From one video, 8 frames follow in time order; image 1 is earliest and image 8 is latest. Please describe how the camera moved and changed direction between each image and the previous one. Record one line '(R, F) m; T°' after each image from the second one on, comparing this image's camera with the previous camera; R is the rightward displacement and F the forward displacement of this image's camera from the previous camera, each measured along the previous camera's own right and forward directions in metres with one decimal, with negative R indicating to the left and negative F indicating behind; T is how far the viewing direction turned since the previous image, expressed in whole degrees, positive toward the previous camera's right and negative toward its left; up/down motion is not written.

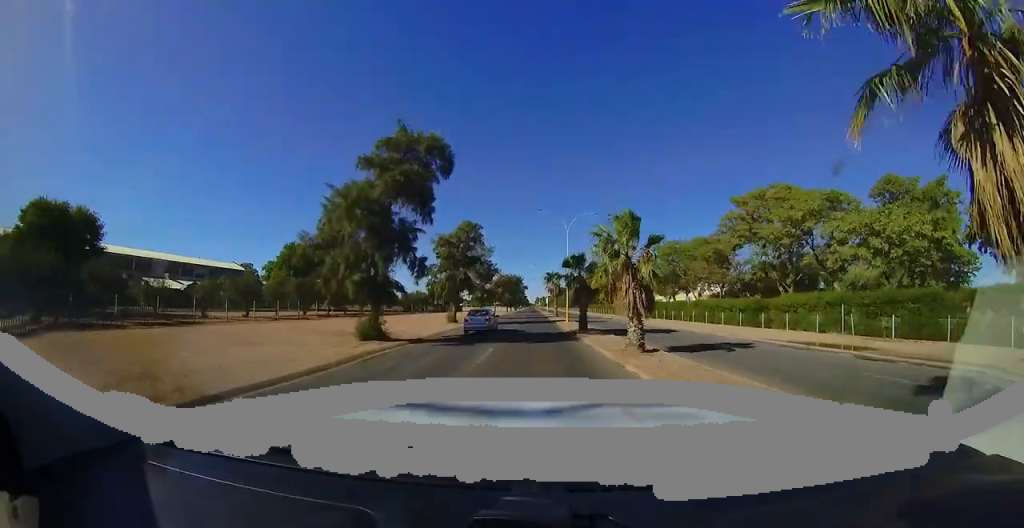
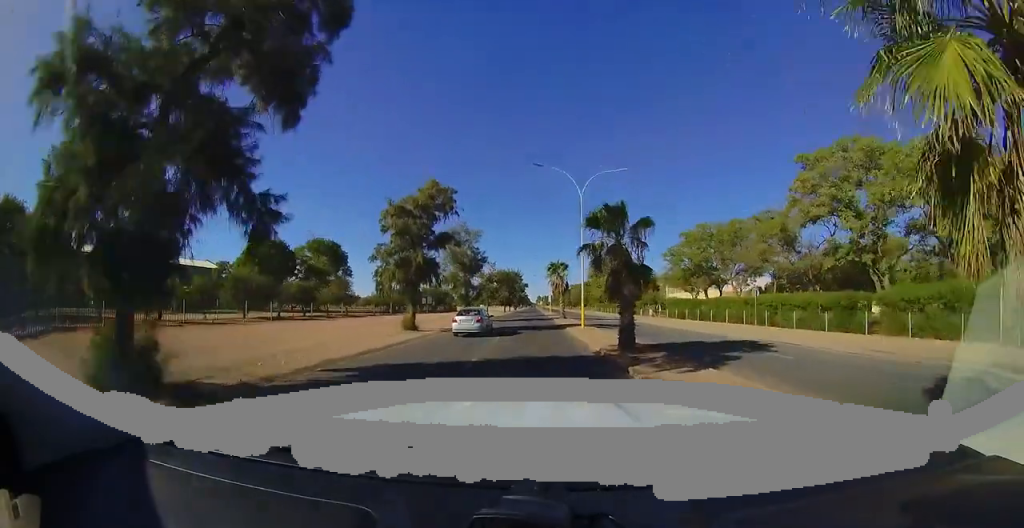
(-0.1, +9.7) m; 0°
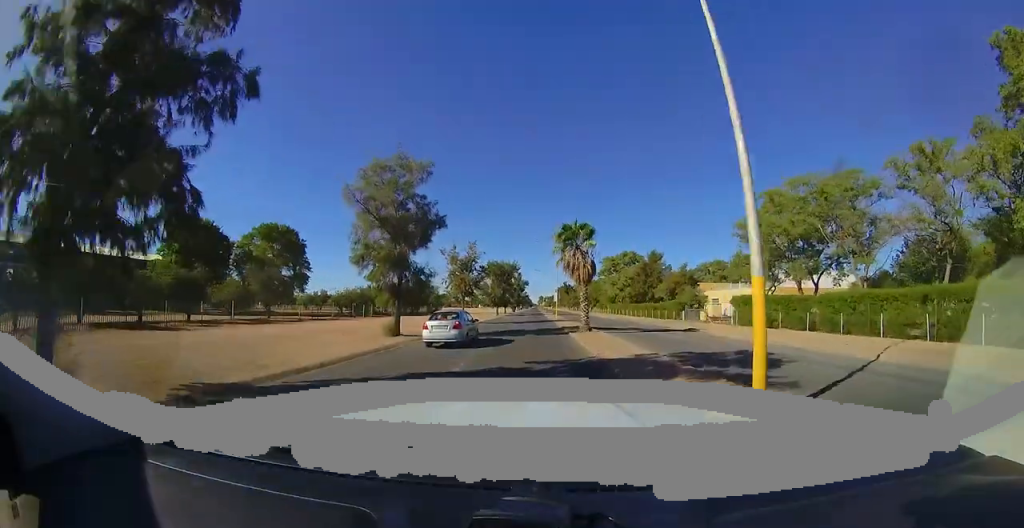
(0.0, +16.2) m; 0°
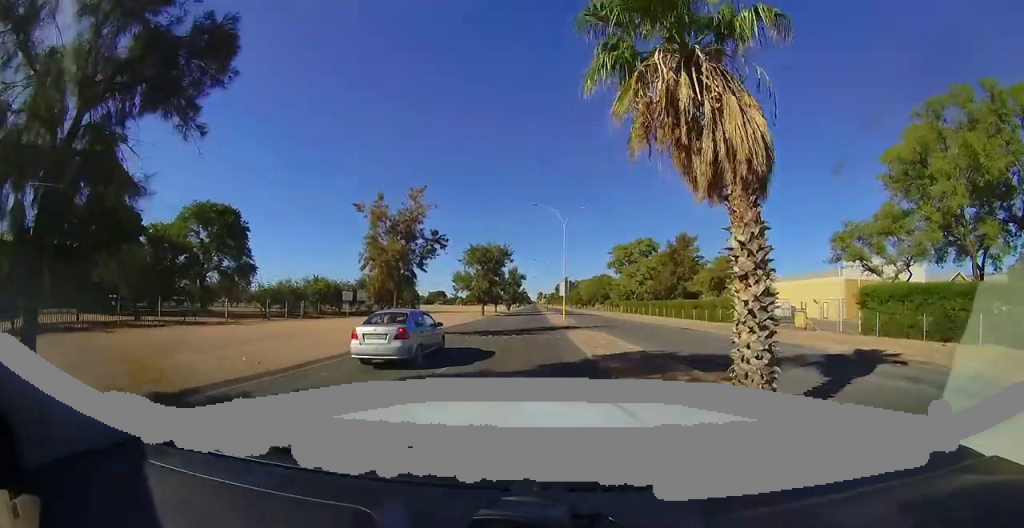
(+0.1, +13.5) m; 0°
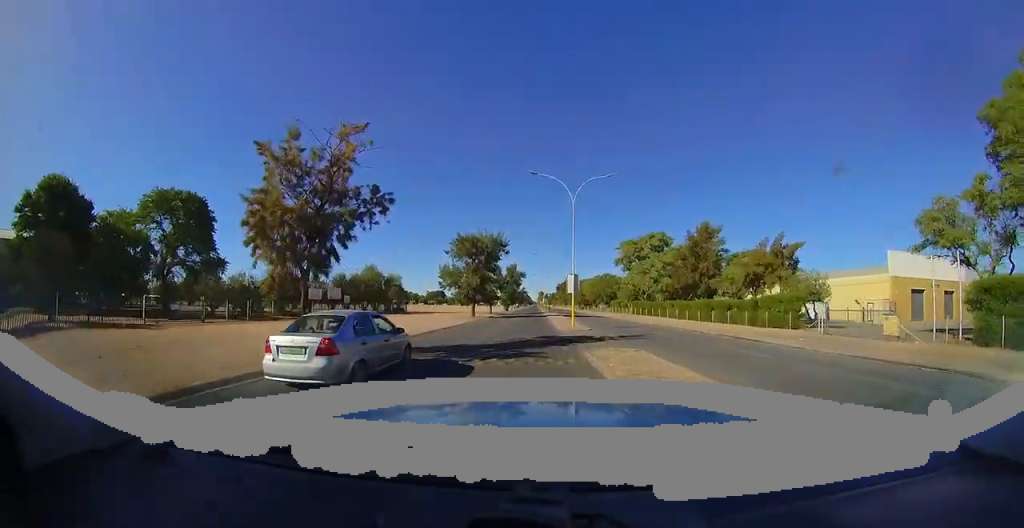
(-0.1, +6.6) m; -1°
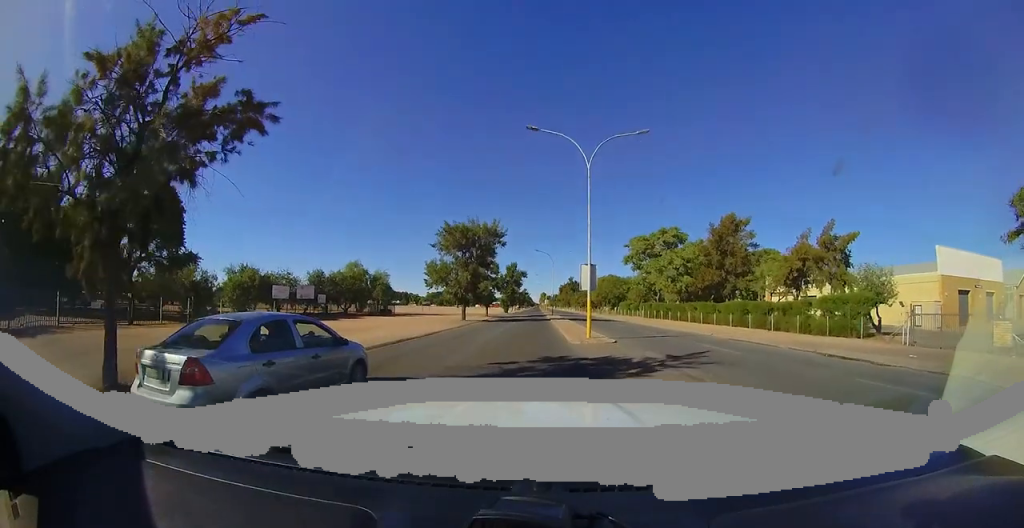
(+0.1, +5.7) m; +2°
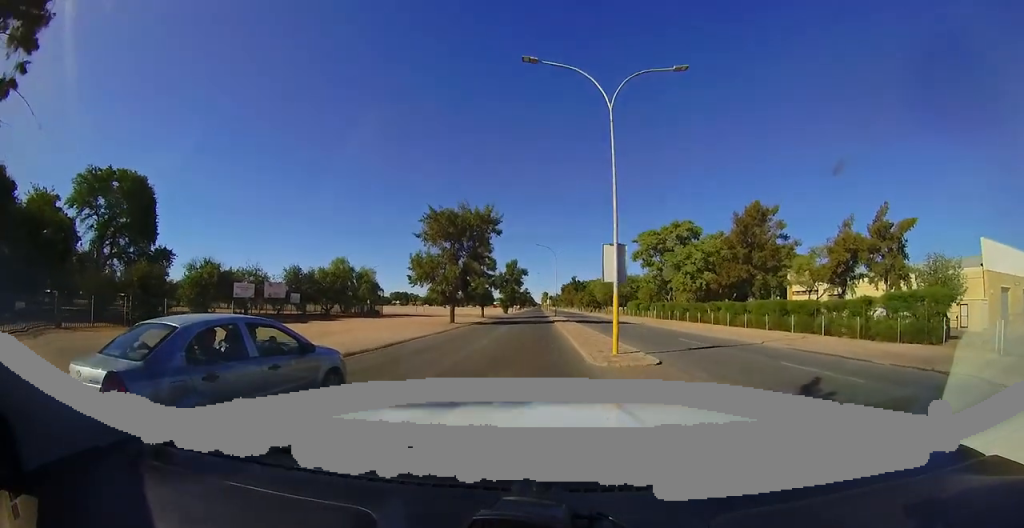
(+0.1, +4.4) m; +3°
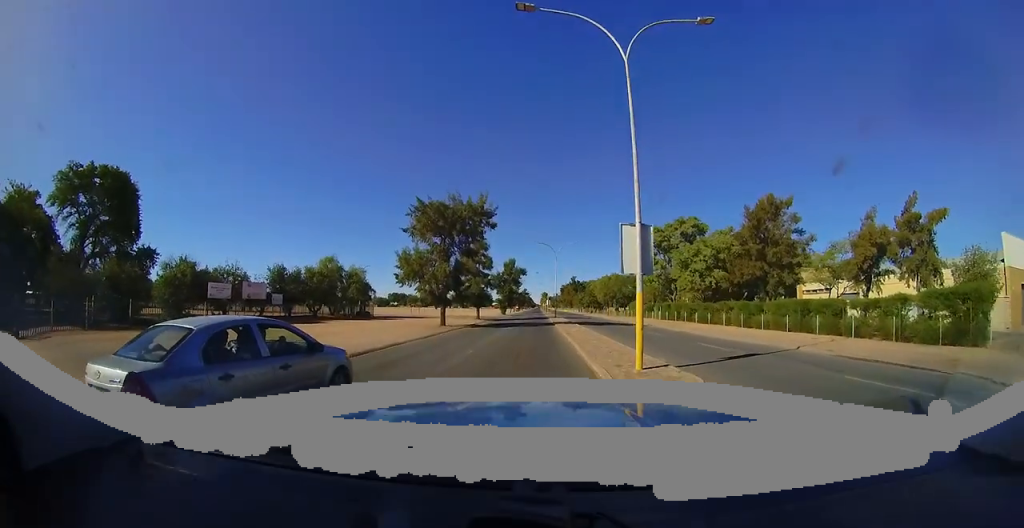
(+0.1, +2.2) m; +1°
